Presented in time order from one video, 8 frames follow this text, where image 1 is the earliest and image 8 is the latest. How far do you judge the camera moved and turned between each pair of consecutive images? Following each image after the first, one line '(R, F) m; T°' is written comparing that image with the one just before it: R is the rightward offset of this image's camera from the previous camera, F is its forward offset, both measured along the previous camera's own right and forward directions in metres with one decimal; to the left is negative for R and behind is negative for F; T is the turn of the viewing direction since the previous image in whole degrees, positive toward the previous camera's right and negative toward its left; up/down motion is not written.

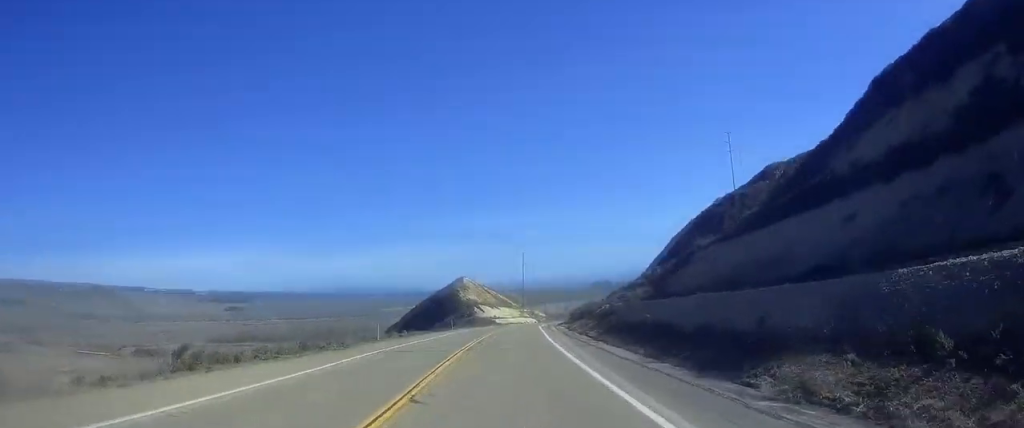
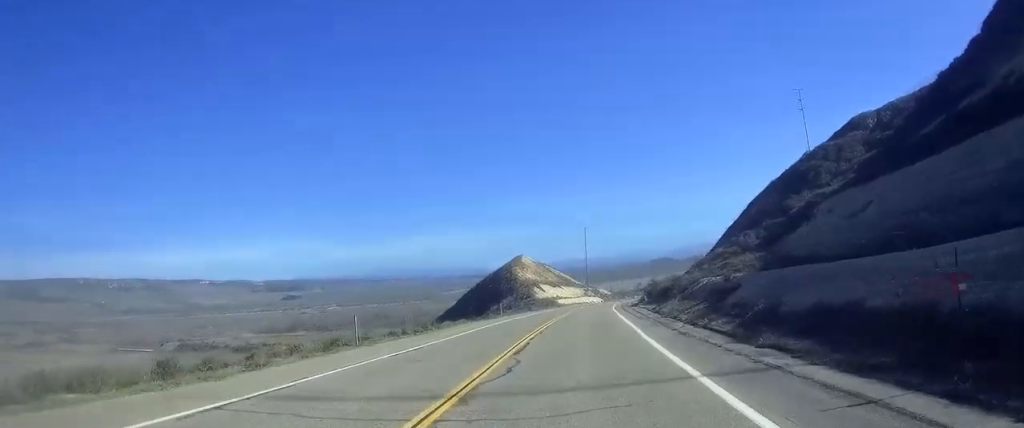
(+0.5, +17.4) m; +3°
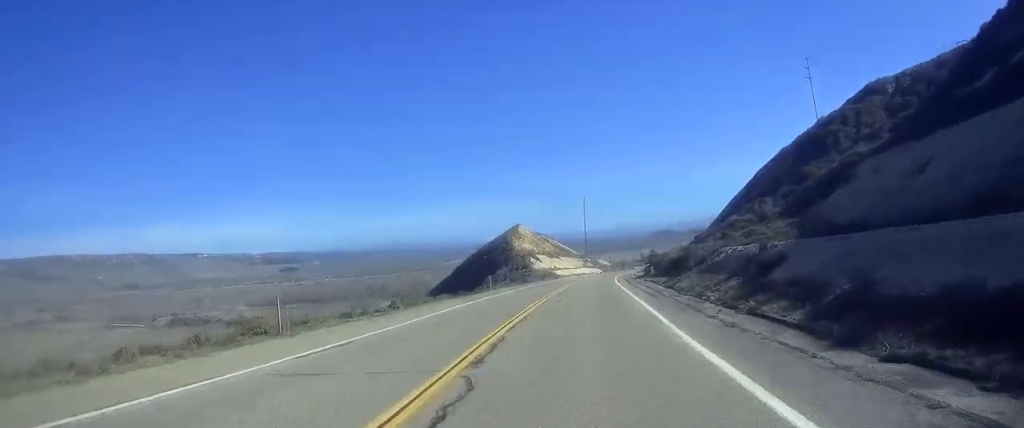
(+0.2, +7.1) m; +1°
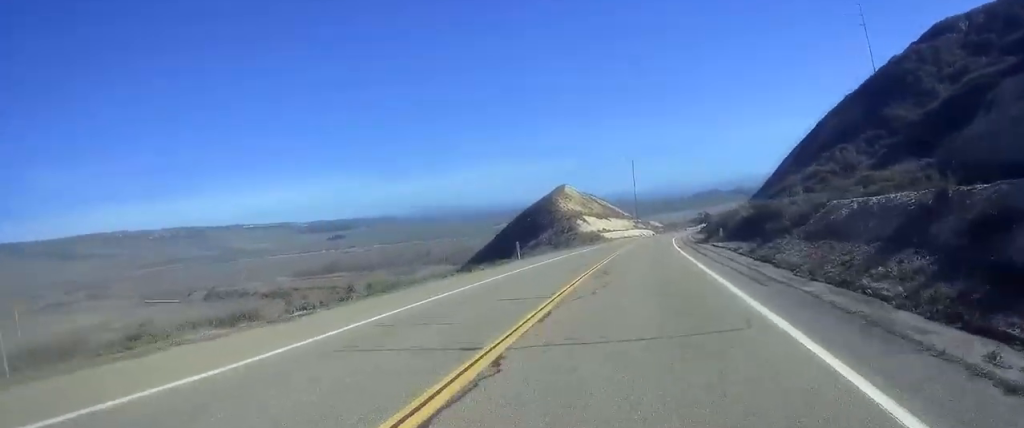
(+0.1, +12.6) m; 0°
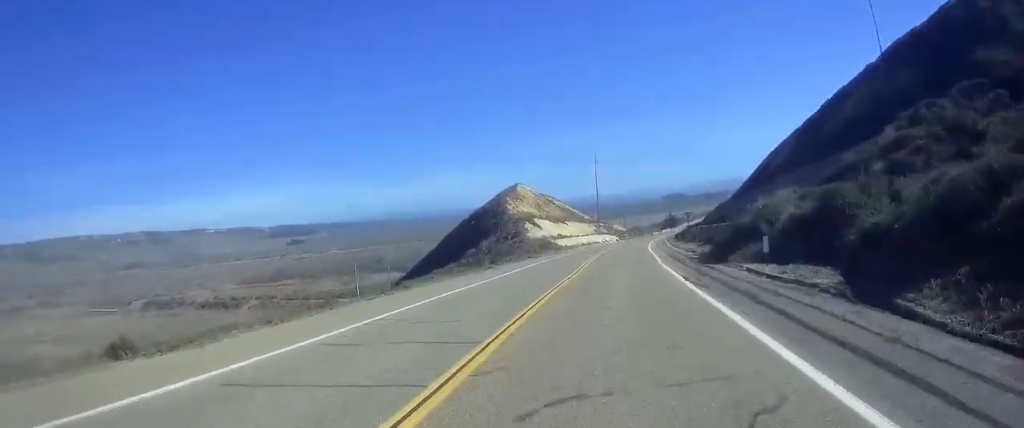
(0.0, +24.5) m; +2°
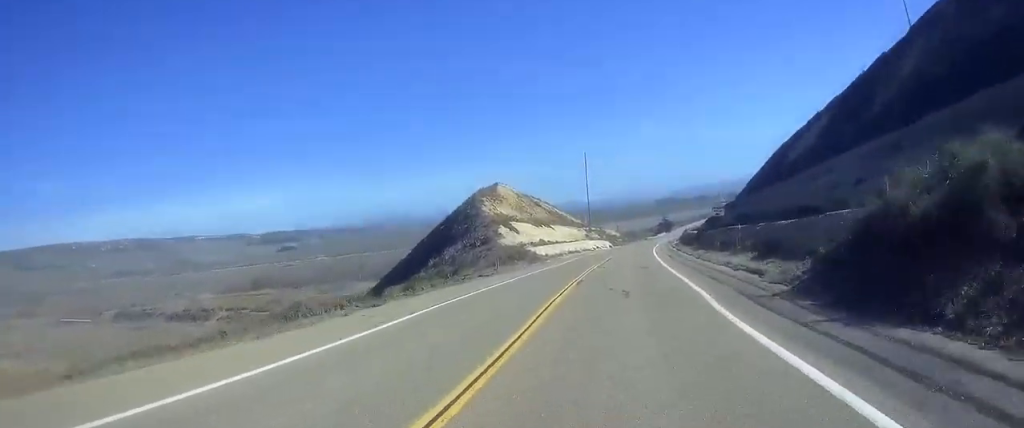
(+0.7, +20.3) m; +2°
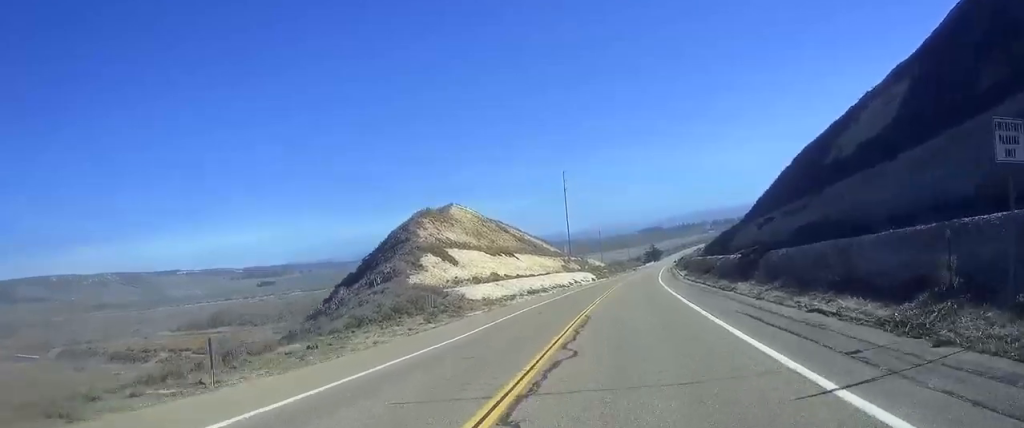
(0.0, +32.4) m; 0°
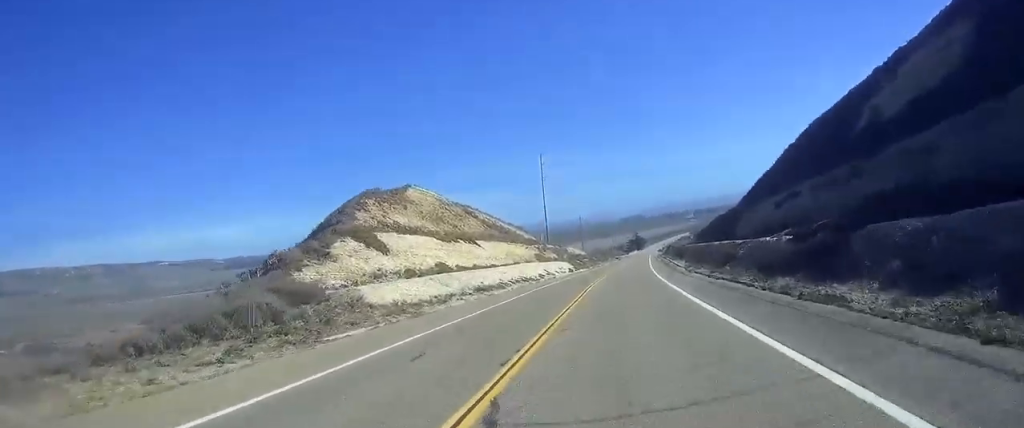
(0.0, +16.2) m; 0°
